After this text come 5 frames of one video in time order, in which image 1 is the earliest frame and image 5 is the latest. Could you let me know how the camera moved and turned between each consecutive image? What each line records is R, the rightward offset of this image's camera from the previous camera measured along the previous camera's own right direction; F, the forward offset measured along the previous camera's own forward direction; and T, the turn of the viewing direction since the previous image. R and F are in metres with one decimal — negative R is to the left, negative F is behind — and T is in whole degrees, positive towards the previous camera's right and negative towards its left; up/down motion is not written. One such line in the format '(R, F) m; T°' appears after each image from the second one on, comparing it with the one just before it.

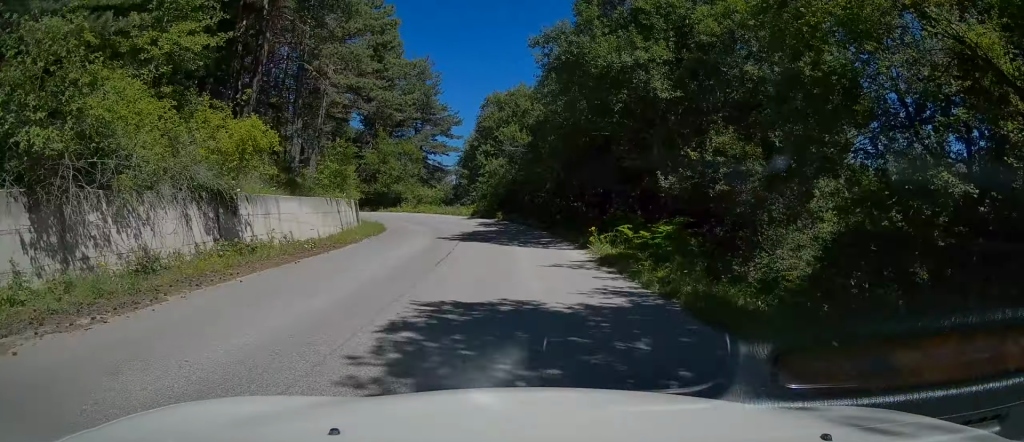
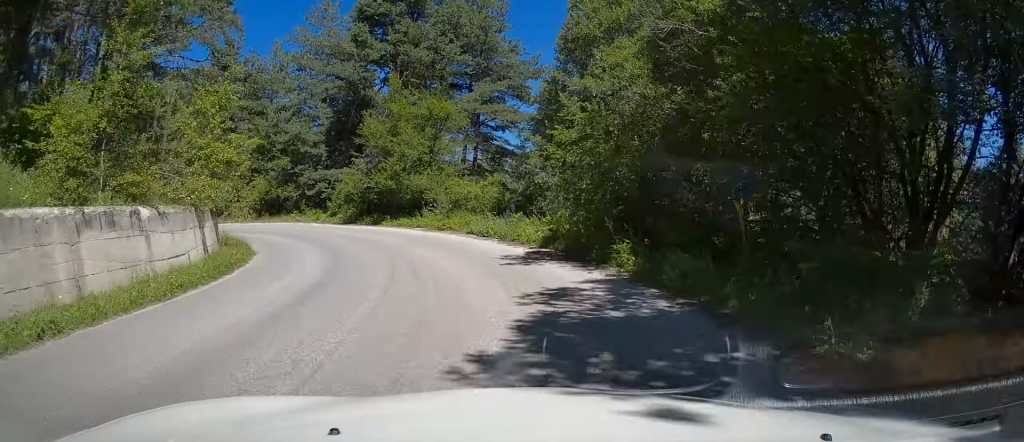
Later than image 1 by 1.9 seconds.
(-1.0, +25.8) m; -9°
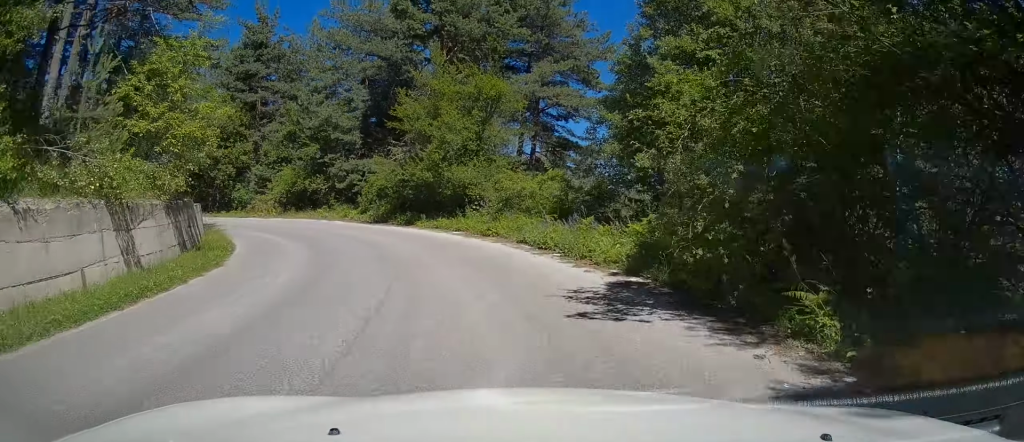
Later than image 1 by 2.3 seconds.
(0.0, +5.2) m; -4°
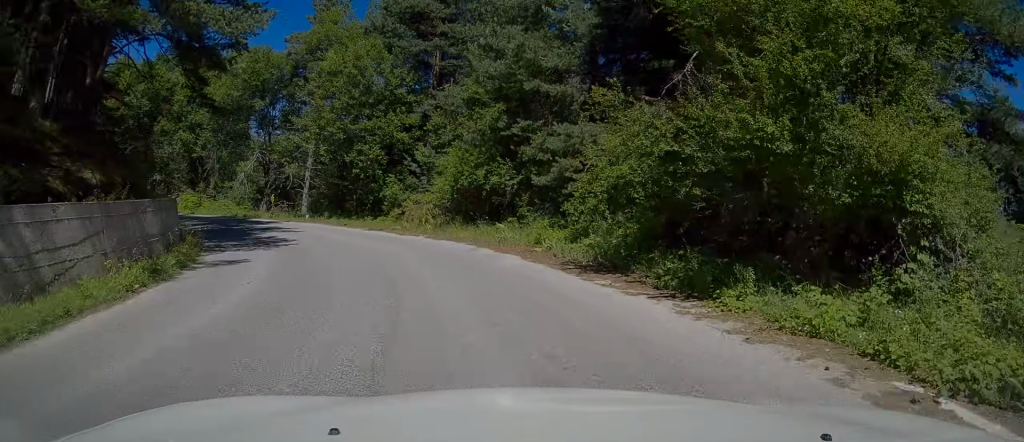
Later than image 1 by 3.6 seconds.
(-2.4, +15.7) m; -21°
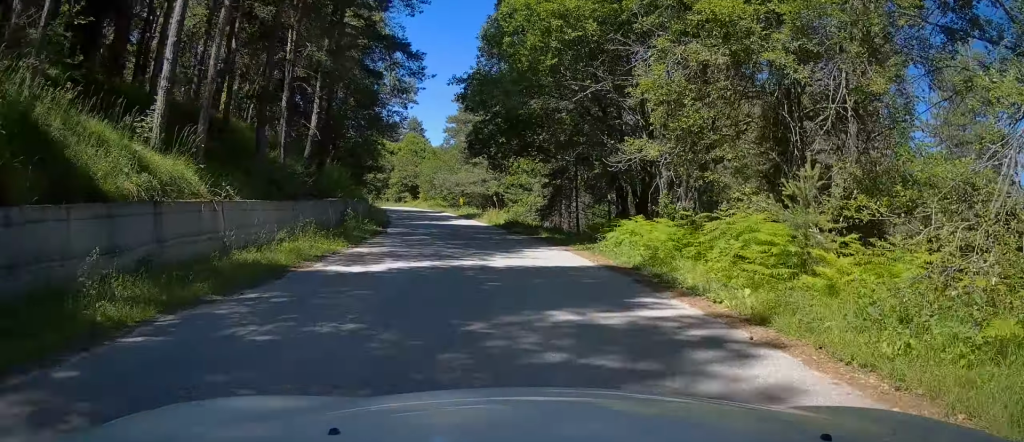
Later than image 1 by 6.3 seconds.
(-14.5, +29.3) m; -48°
